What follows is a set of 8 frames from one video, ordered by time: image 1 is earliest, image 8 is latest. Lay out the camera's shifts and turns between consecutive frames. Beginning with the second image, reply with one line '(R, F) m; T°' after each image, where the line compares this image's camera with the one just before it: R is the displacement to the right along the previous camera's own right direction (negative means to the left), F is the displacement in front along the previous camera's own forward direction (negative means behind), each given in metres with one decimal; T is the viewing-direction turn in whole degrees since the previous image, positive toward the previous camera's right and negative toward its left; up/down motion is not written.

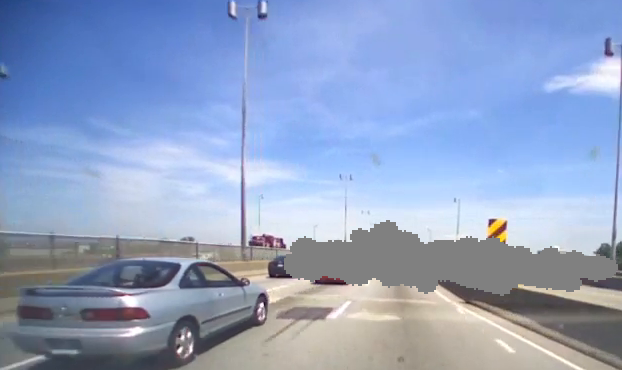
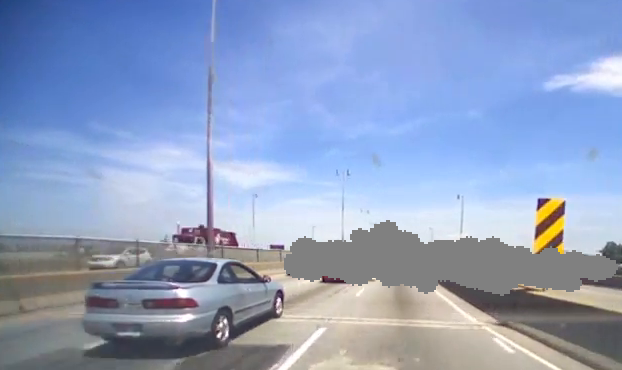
(-0.1, +3.7) m; 0°
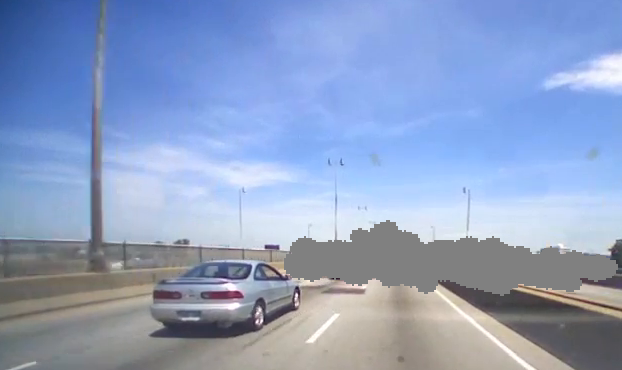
(+0.2, +6.6) m; -1°
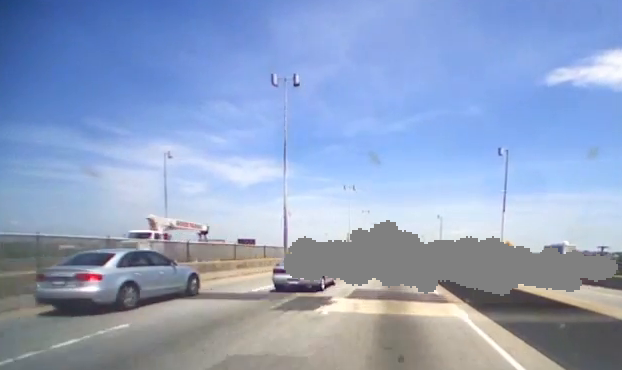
(+0.4, +22.4) m; +2°
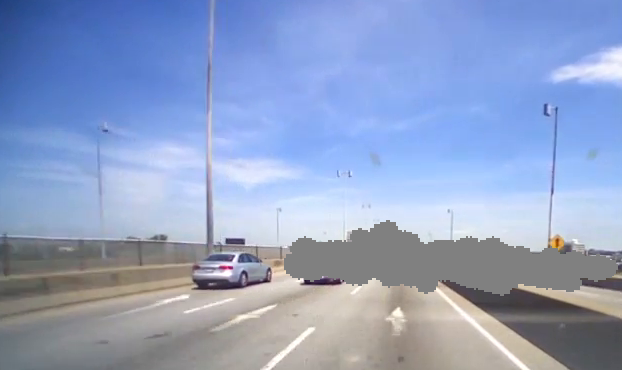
(-0.1, +13.5) m; -1°
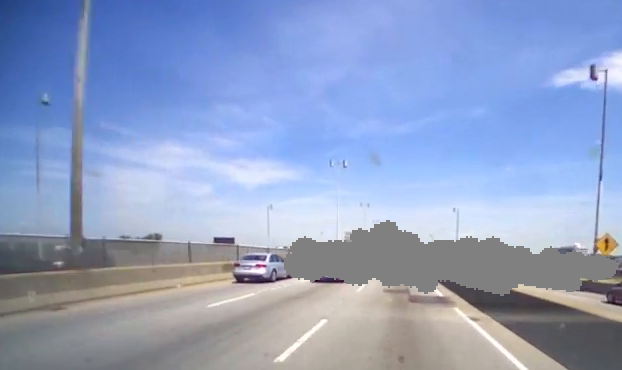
(0.0, +7.5) m; -1°
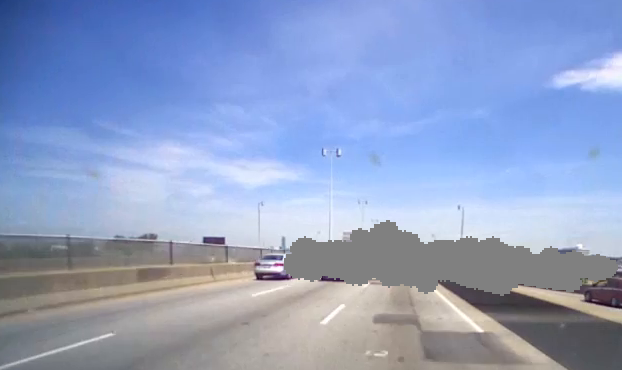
(-0.1, +5.4) m; -1°
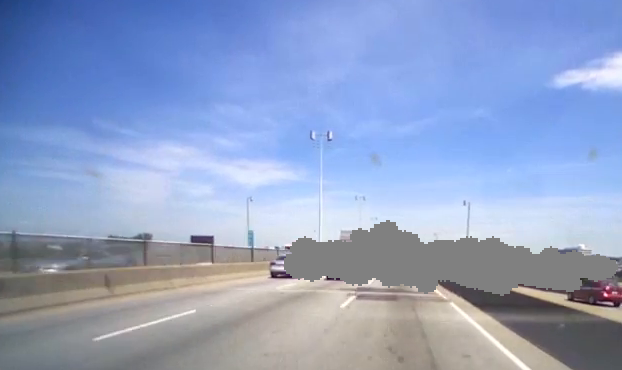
(-0.1, +7.7) m; -1°
